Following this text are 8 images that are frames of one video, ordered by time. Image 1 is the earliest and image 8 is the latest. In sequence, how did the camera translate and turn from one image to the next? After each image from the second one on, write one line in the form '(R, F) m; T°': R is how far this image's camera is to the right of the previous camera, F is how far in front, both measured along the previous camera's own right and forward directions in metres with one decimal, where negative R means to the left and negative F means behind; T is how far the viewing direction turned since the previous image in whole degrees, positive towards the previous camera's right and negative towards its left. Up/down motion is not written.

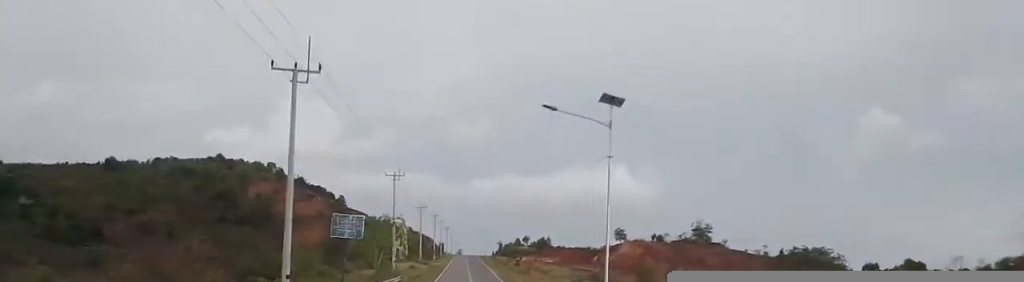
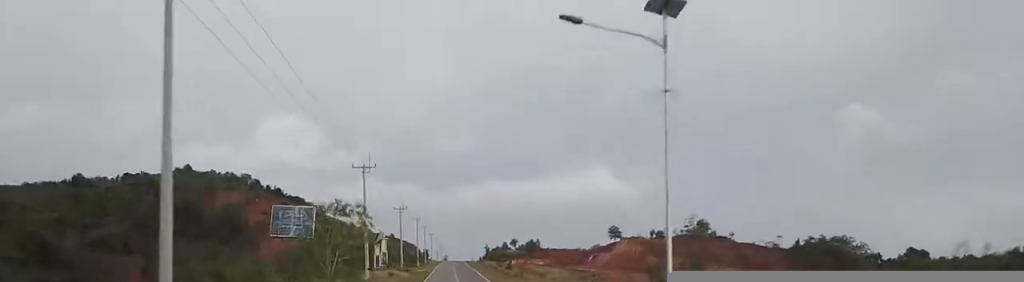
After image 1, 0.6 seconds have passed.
(0.0, +11.6) m; 0°
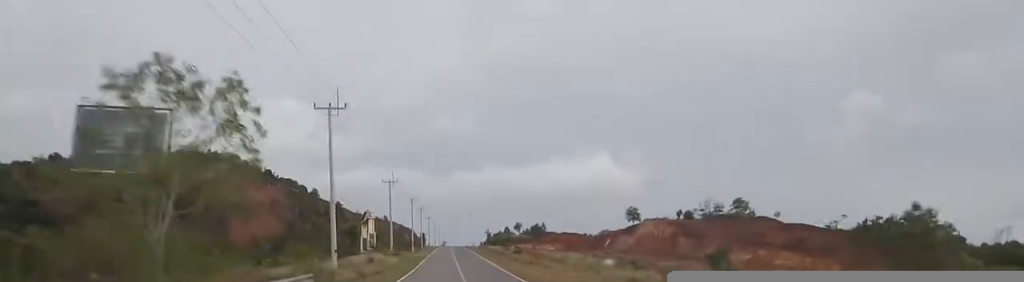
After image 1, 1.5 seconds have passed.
(+0.2, +18.2) m; +1°
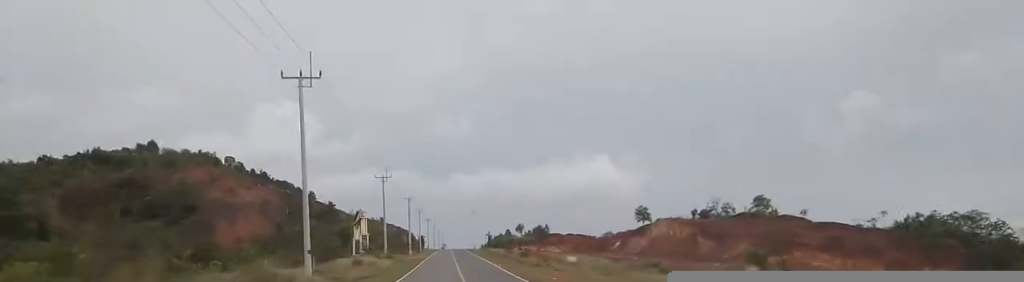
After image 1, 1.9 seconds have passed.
(0.0, +8.9) m; 0°
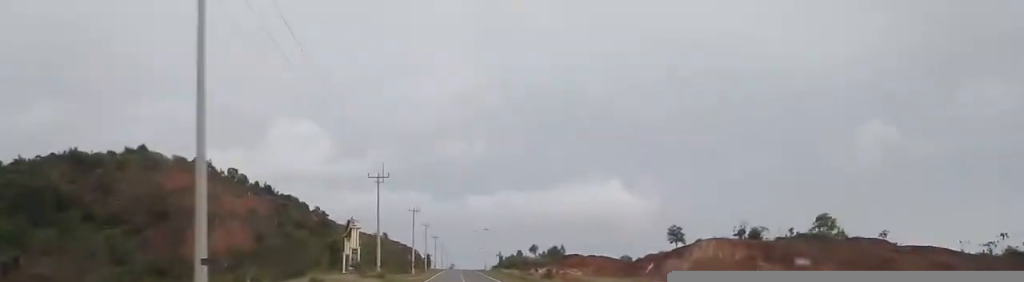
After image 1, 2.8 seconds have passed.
(+0.2, +18.4) m; +2°
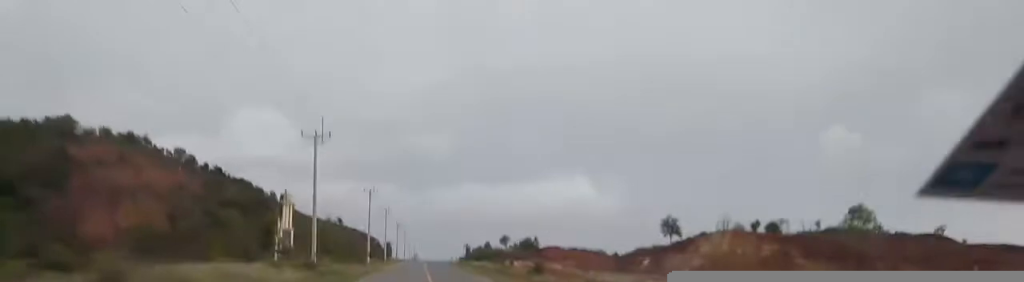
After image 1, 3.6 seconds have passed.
(+0.4, +17.3) m; +2°
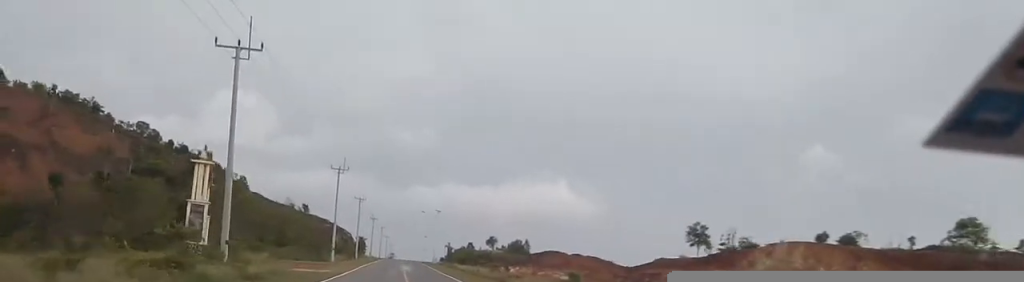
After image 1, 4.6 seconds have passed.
(+0.4, +20.1) m; 0°
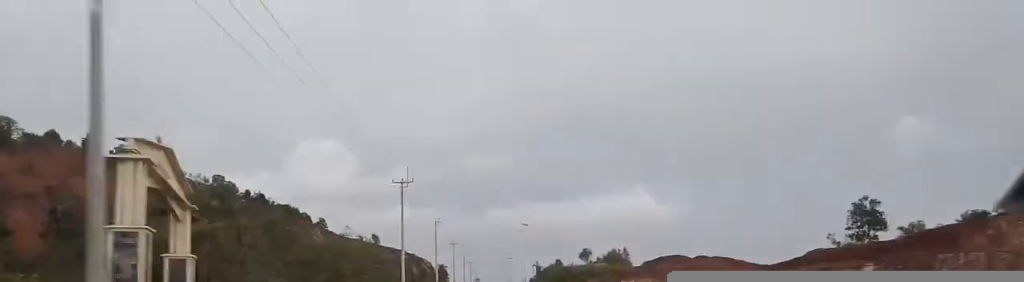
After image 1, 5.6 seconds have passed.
(-0.5, +18.9) m; -4°
